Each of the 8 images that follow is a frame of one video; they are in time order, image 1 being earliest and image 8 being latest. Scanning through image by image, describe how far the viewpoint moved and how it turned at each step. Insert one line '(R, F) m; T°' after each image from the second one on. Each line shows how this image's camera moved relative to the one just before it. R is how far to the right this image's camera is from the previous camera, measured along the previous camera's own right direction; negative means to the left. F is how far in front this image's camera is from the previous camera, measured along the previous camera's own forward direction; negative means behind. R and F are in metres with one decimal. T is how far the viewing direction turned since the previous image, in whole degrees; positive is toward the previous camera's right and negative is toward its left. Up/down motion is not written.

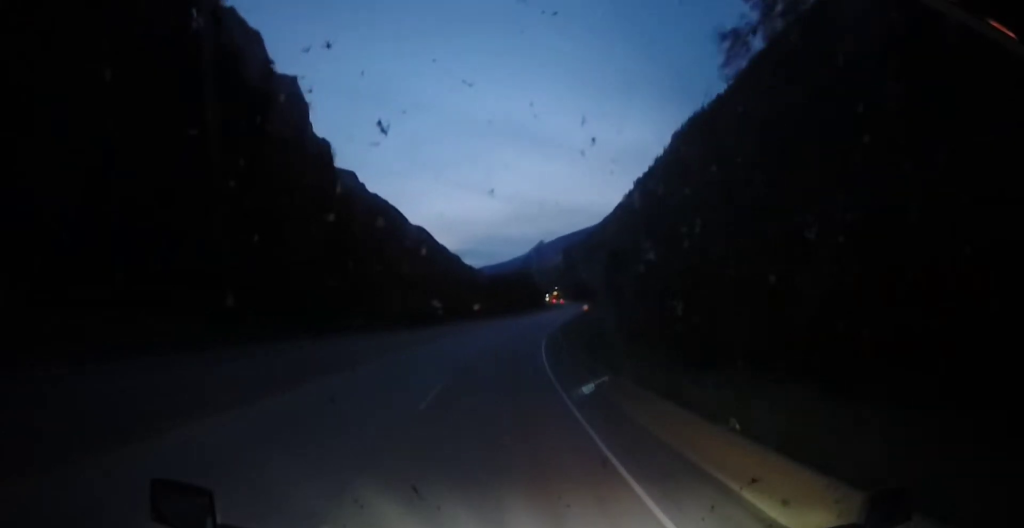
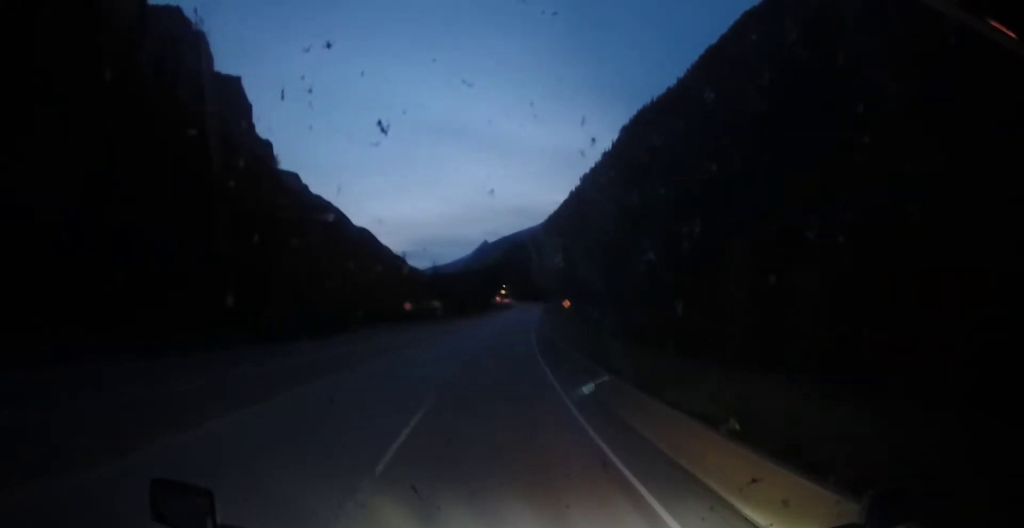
(+2.9, +31.0) m; +13°
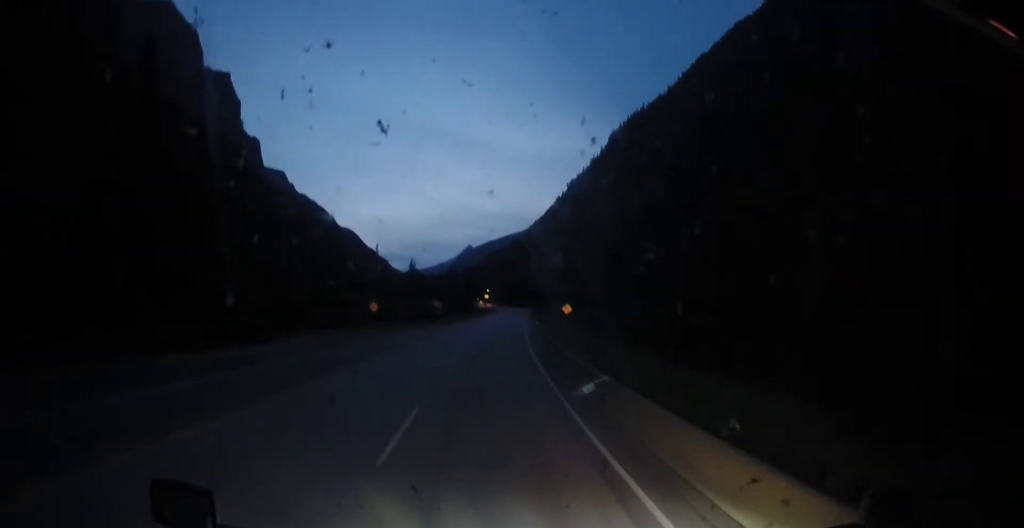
(+0.3, +12.0) m; +6°
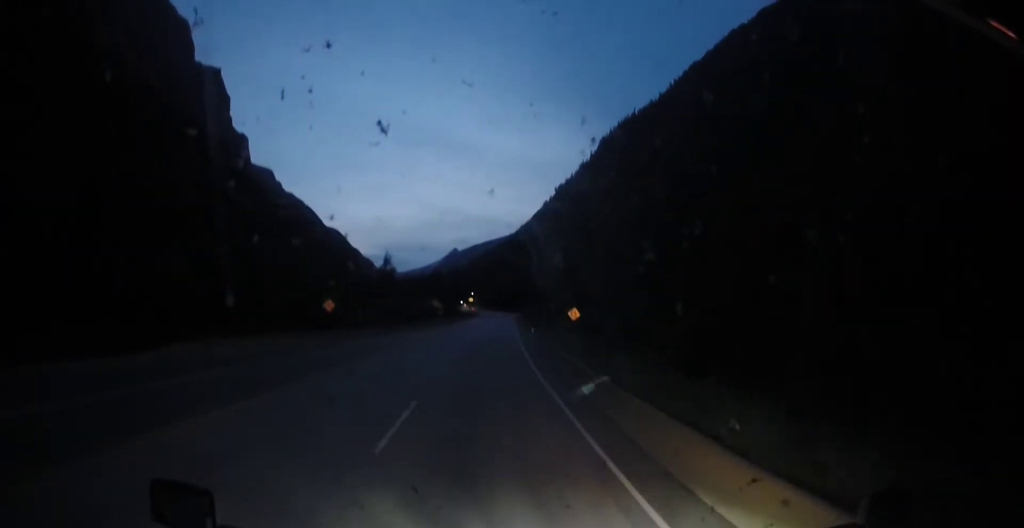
(+1.1, +11.9) m; 0°
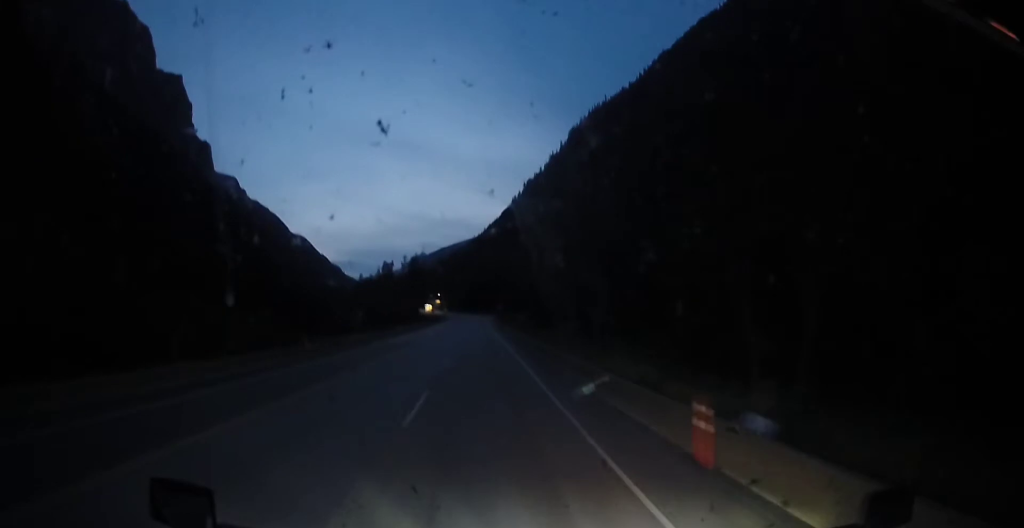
(-2.4, +47.7) m; -4°
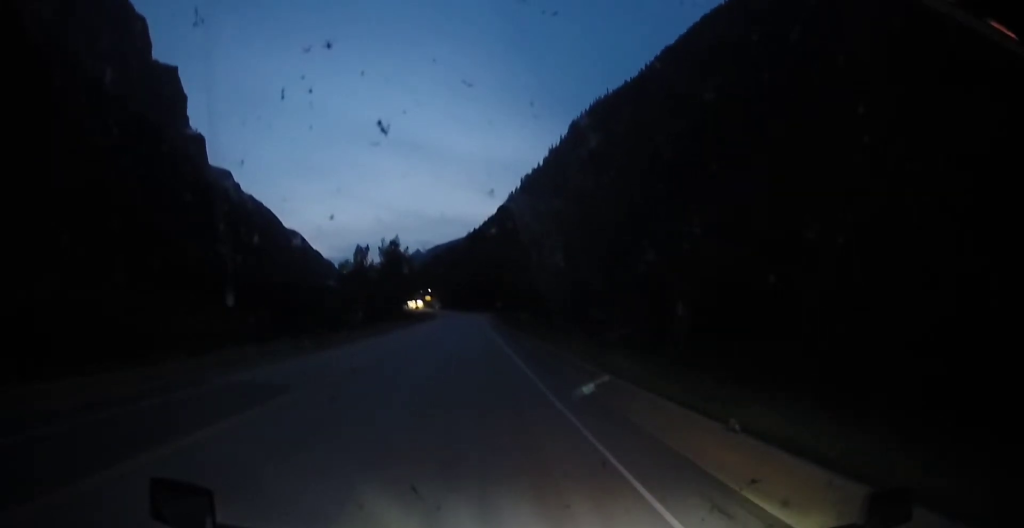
(+0.2, +32.3) m; 0°
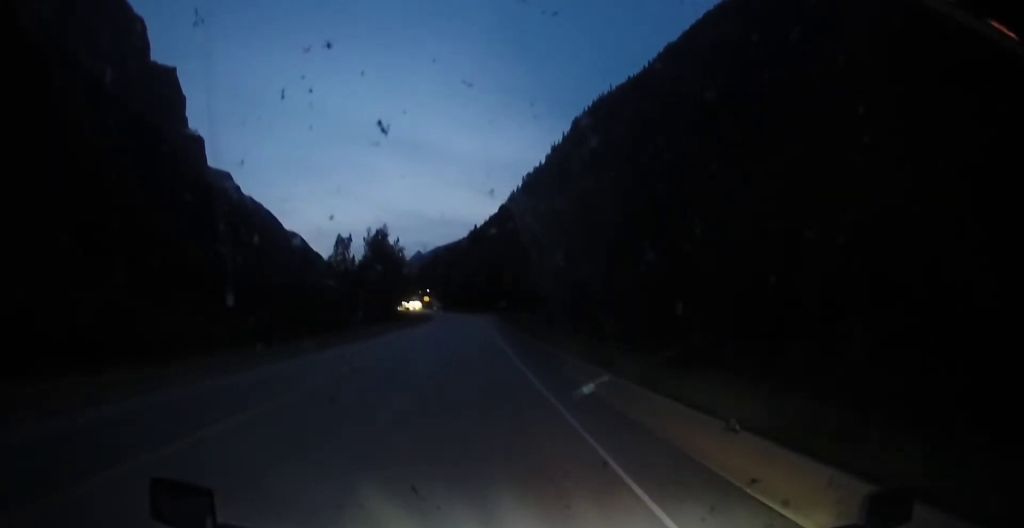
(+0.1, +20.4) m; +1°
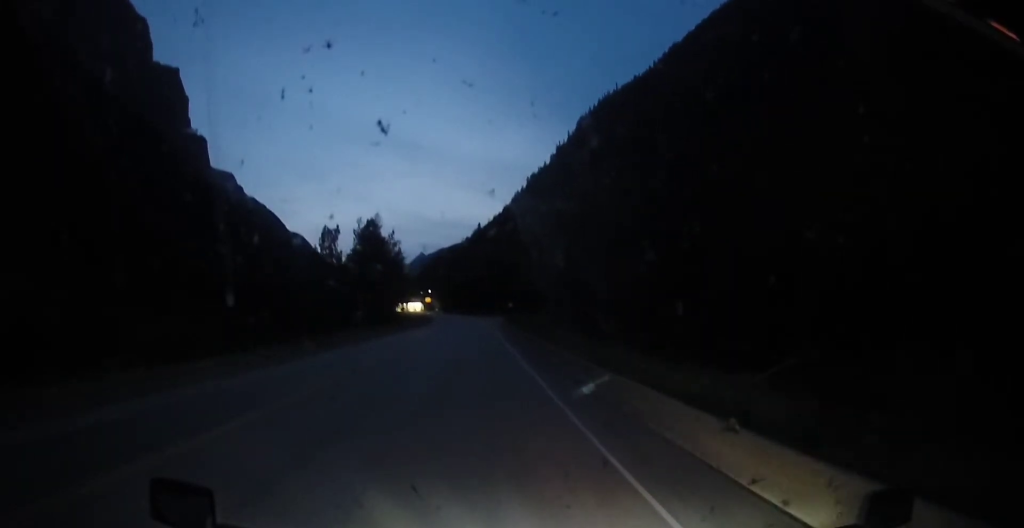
(+0.1, +14.0) m; +1°
